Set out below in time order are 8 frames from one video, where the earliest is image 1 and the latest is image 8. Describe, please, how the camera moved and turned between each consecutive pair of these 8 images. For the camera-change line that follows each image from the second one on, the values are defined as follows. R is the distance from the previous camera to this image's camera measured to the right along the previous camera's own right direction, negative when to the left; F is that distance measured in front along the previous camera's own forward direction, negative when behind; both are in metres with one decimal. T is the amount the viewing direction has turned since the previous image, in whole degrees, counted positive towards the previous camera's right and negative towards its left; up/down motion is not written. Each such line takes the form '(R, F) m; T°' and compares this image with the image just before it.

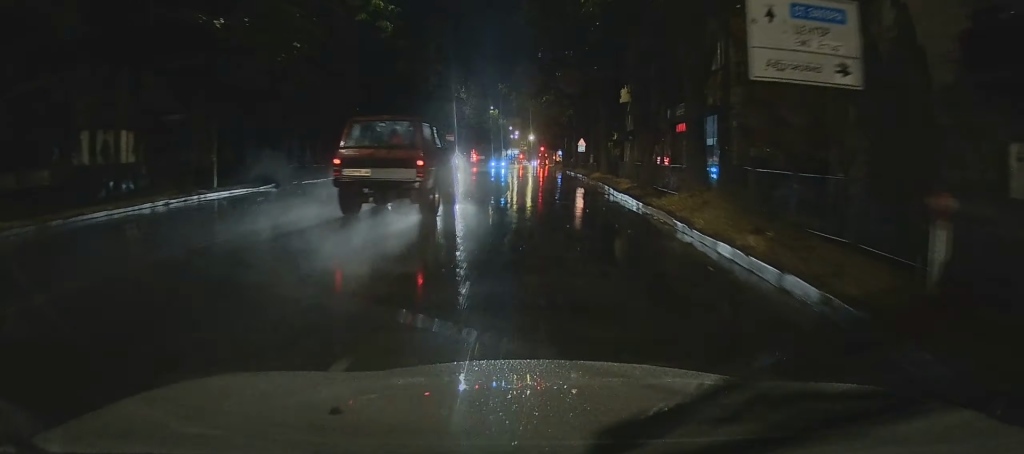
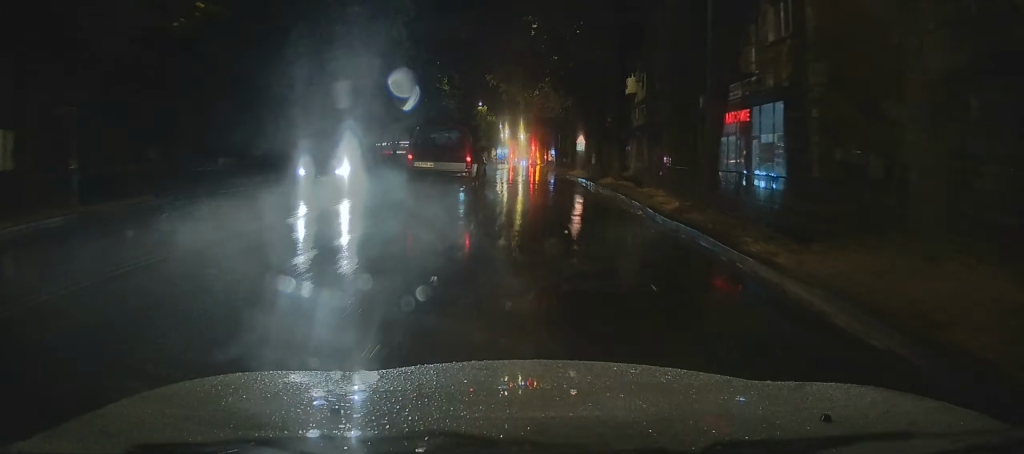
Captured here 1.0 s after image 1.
(+0.2, +8.0) m; +1°
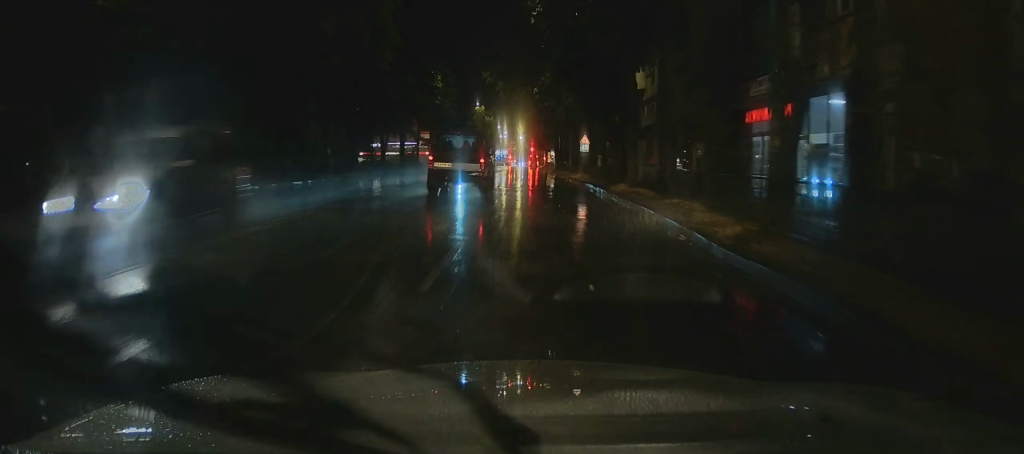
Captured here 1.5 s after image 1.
(0.0, +4.0) m; -1°
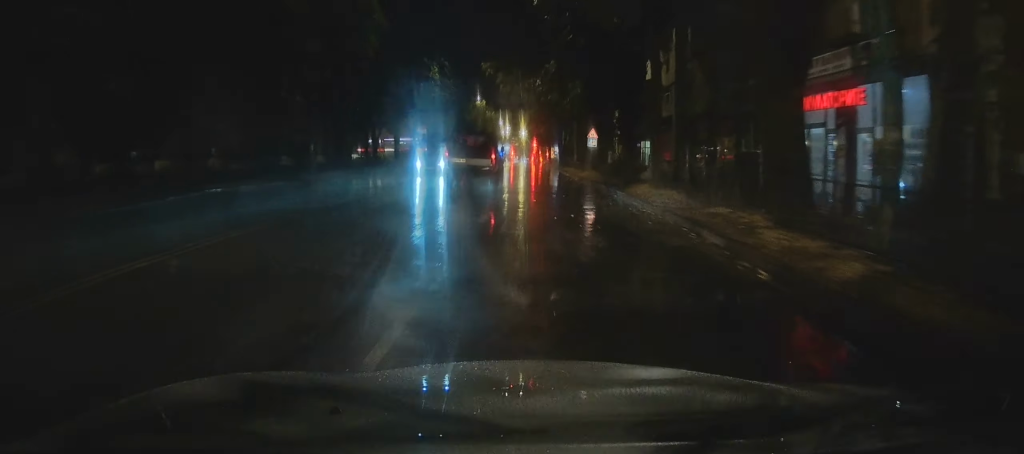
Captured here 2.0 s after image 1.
(0.0, +3.5) m; -1°
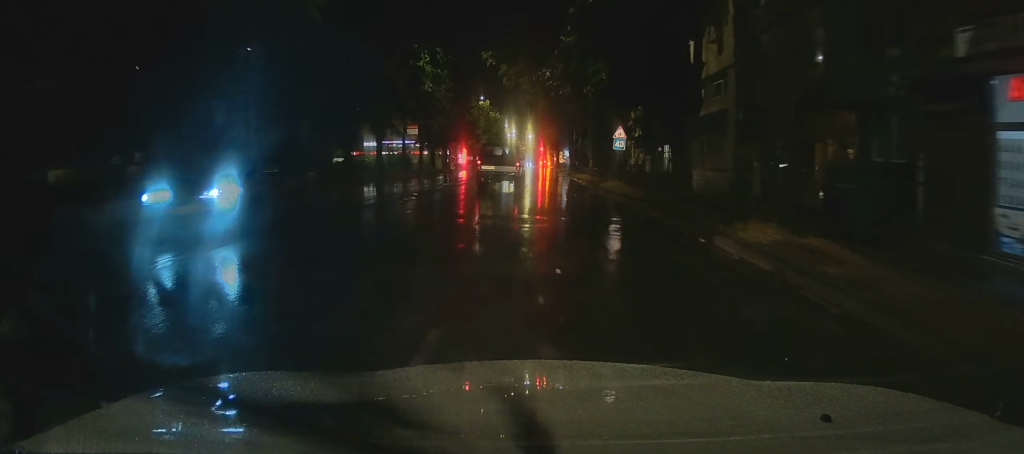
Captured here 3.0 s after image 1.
(-0.2, +8.9) m; -1°
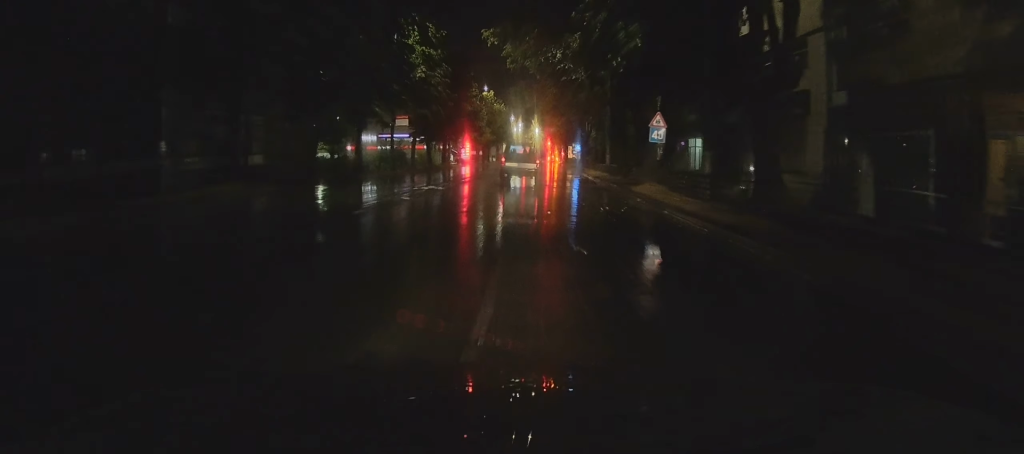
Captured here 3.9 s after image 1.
(0.0, +7.6) m; 0°
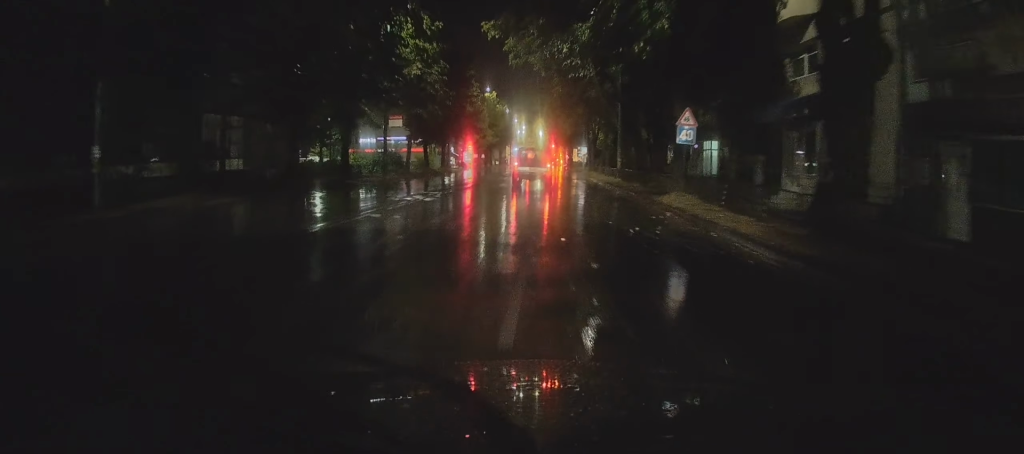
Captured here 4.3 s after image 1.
(0.0, +4.0) m; -1°
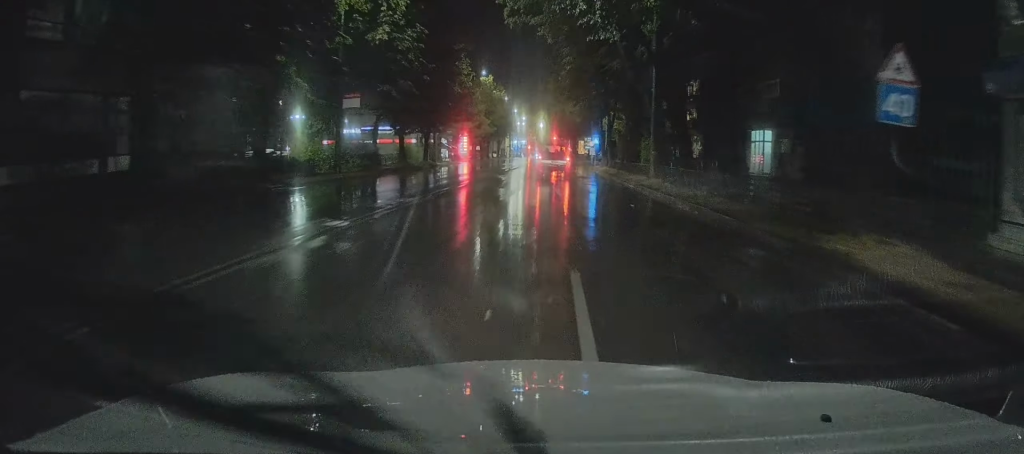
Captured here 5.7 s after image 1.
(-0.3, +13.1) m; -2°
